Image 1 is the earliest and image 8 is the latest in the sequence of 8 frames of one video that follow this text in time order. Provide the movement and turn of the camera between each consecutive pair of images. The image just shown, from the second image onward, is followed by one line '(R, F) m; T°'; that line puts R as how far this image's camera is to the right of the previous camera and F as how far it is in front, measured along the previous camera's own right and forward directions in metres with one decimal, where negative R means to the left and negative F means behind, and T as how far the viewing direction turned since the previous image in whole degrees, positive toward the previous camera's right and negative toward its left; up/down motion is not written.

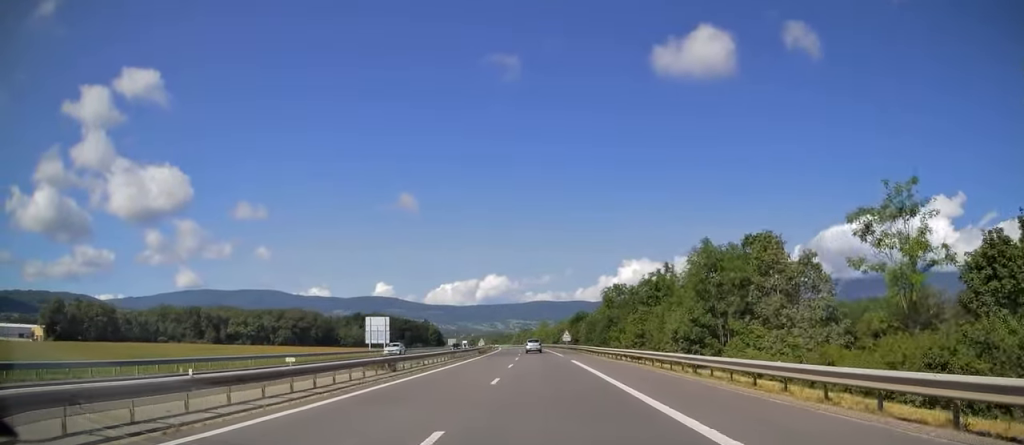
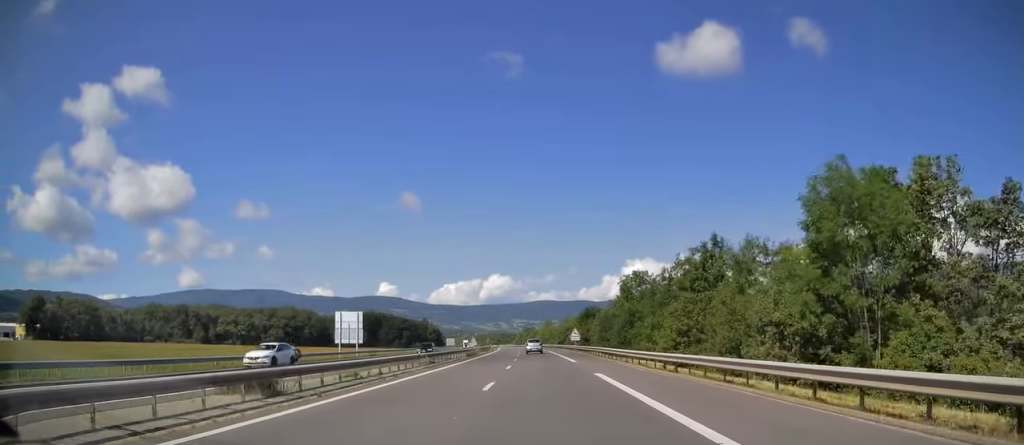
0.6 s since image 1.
(+0.1, +15.3) m; 0°
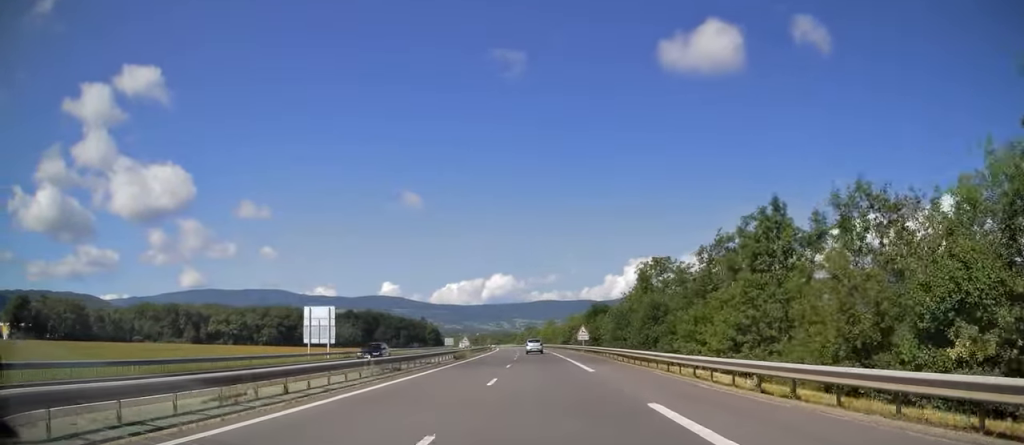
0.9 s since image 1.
(+0.1, +11.1) m; 0°
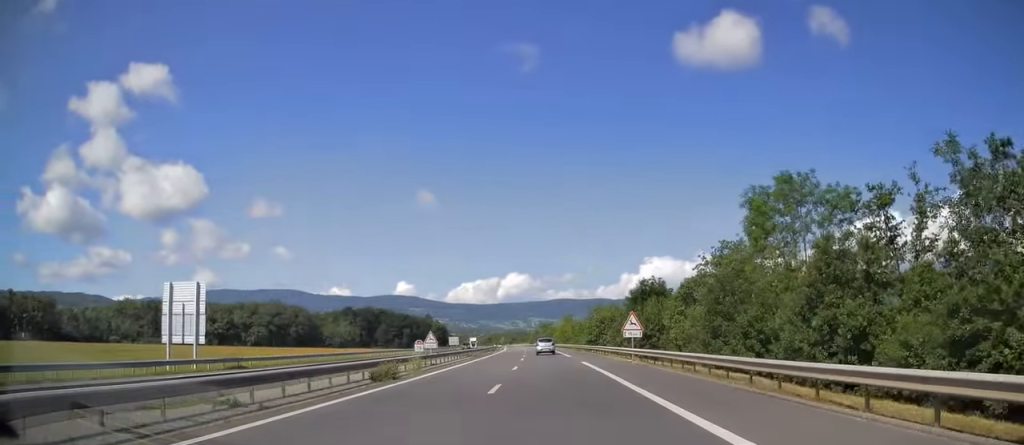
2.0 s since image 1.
(-0.3, +28.7) m; -2°
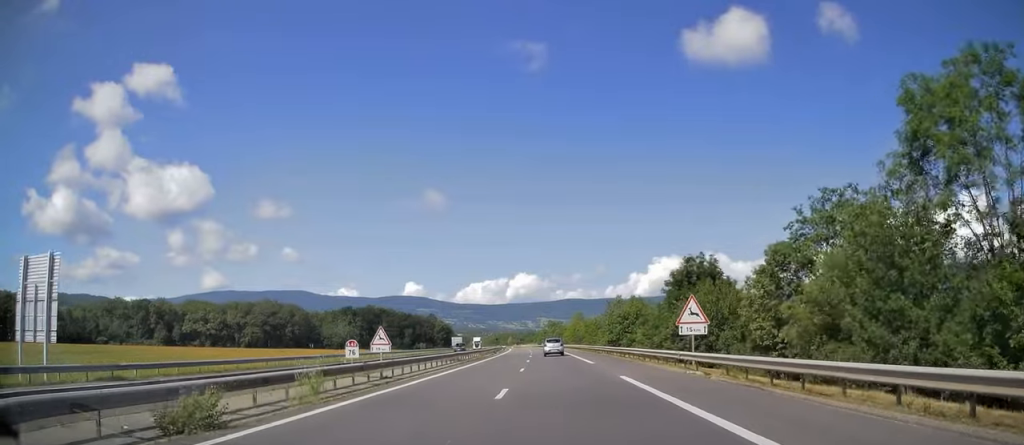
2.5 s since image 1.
(-0.4, +14.4) m; -1°
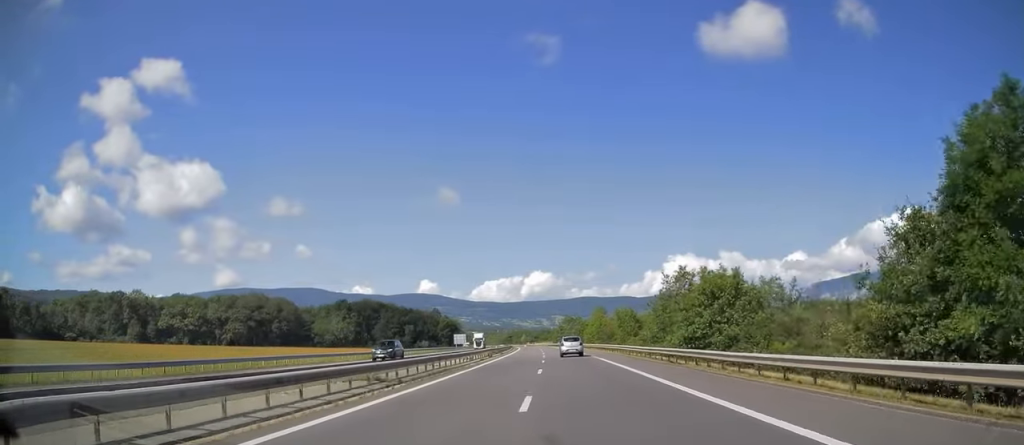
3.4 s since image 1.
(-0.4, +28.8) m; -1°
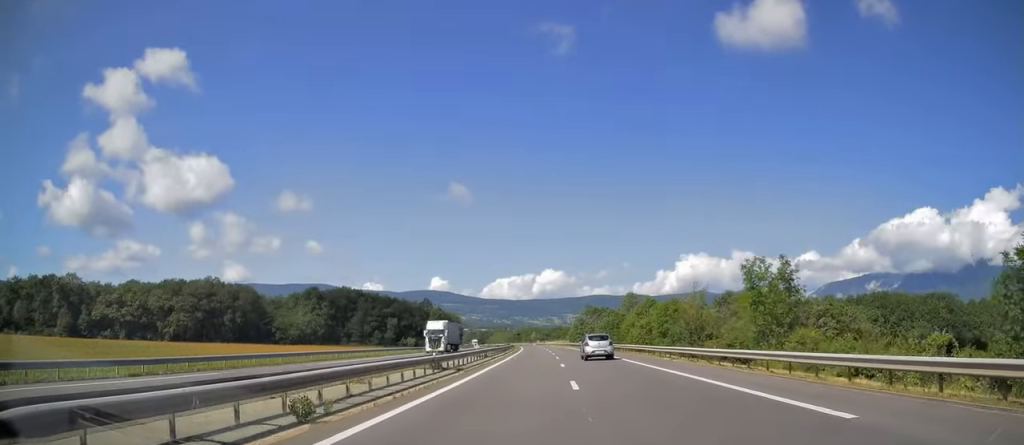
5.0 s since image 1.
(-0.4, +47.5) m; -1°
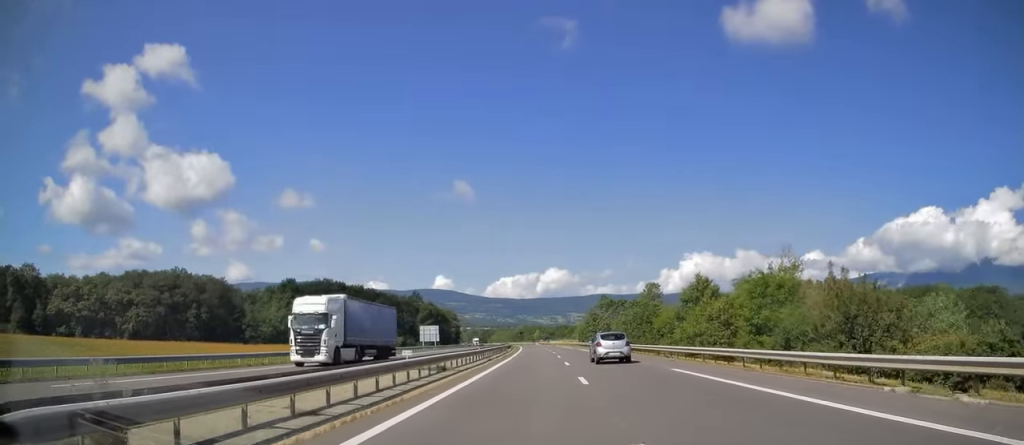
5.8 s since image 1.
(+0.1, +24.4) m; 0°
